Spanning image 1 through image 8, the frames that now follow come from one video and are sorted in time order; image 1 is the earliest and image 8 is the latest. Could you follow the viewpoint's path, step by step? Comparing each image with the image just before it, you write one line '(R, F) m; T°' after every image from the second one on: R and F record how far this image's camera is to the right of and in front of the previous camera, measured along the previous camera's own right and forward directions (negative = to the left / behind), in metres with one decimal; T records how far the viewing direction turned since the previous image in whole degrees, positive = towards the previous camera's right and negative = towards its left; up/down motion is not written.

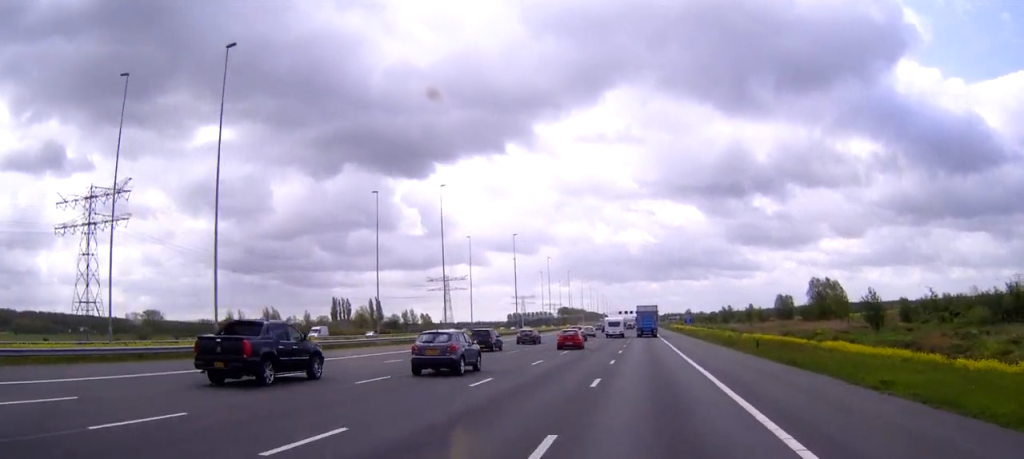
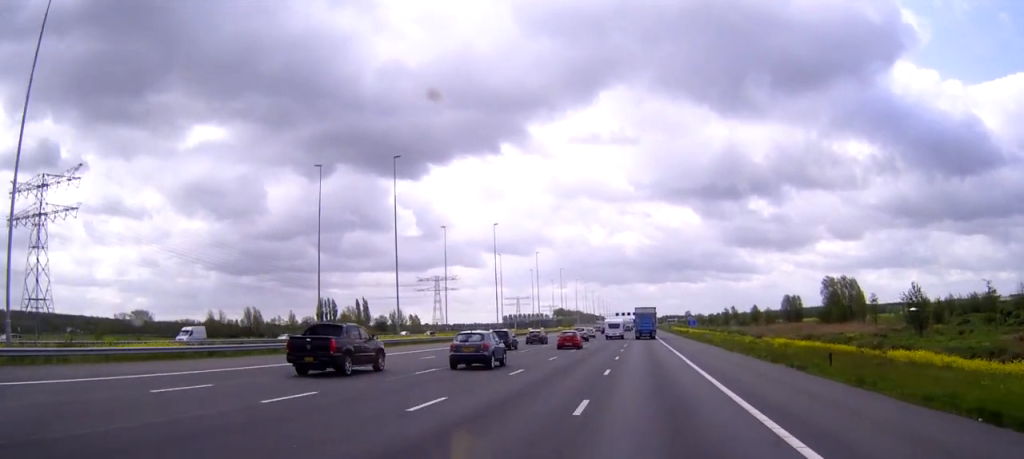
(0.0, +18.1) m; 0°
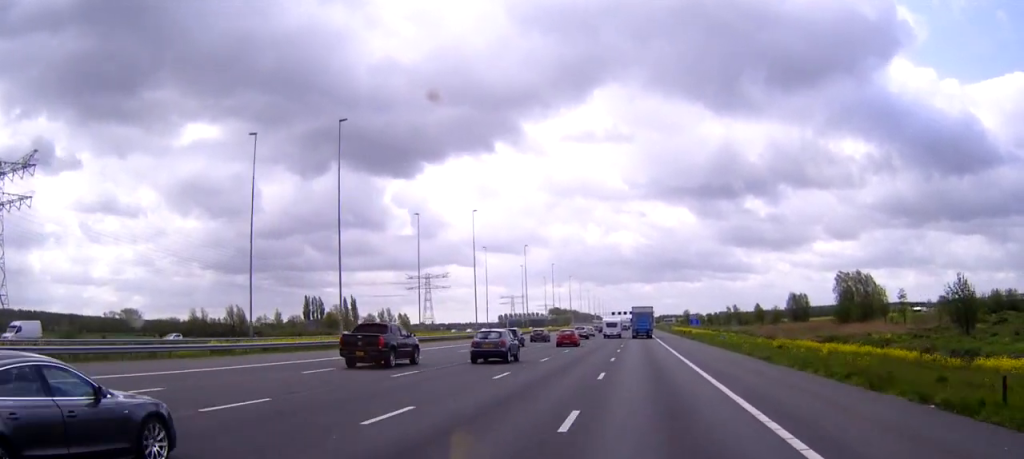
(0.0, +14.5) m; 0°
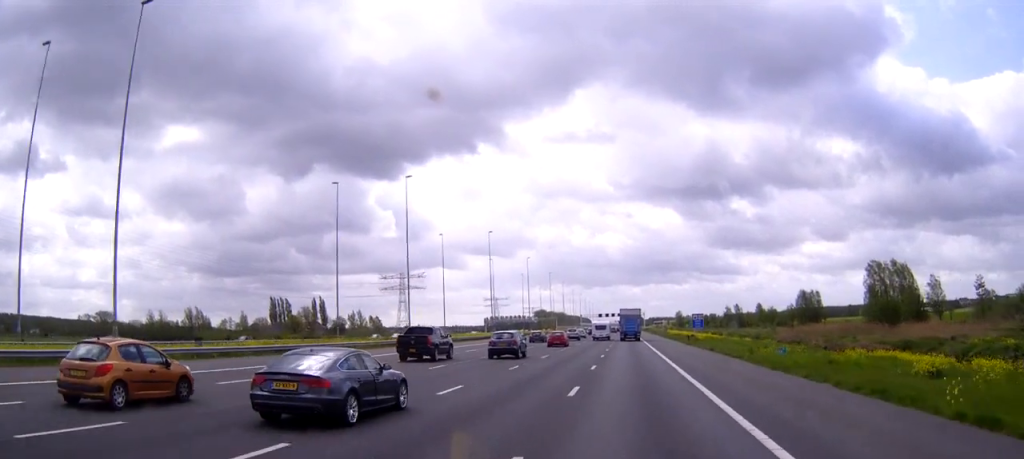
(+0.1, +29.0) m; +1°
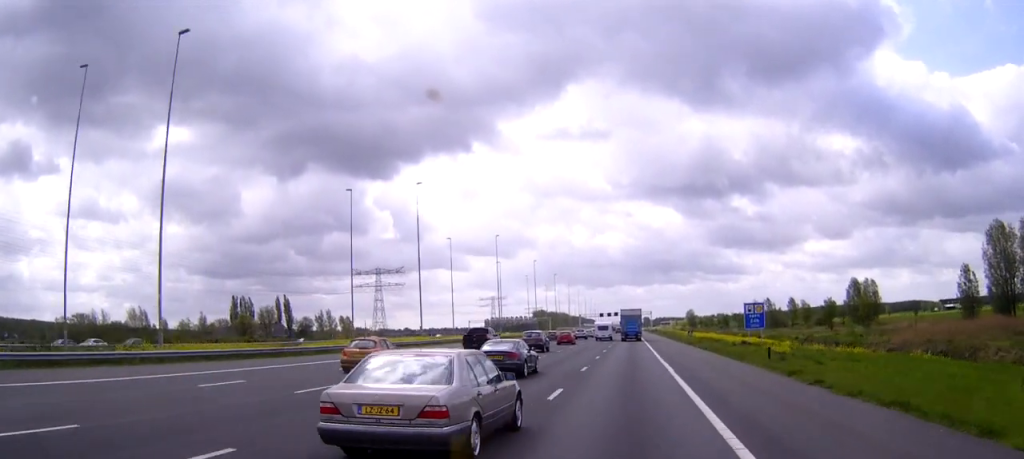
(+0.2, +48.7) m; 0°
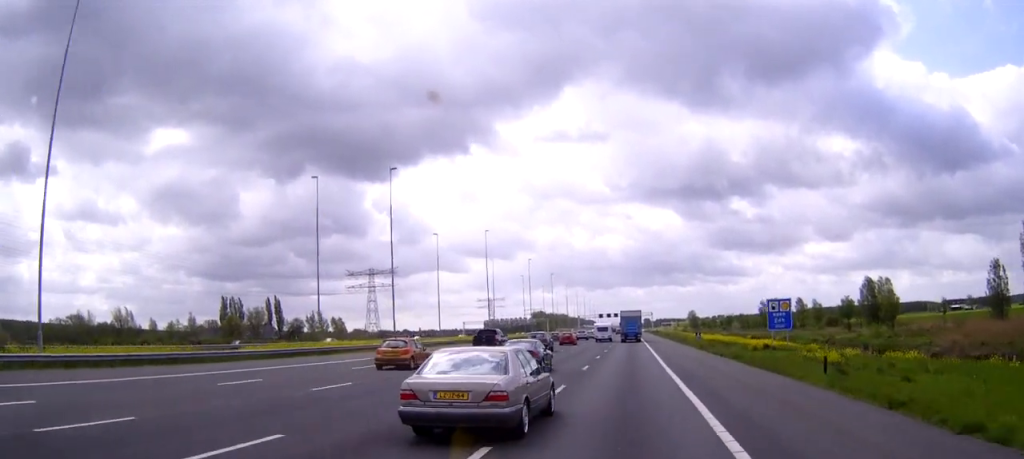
(0.0, +10.5) m; 0°
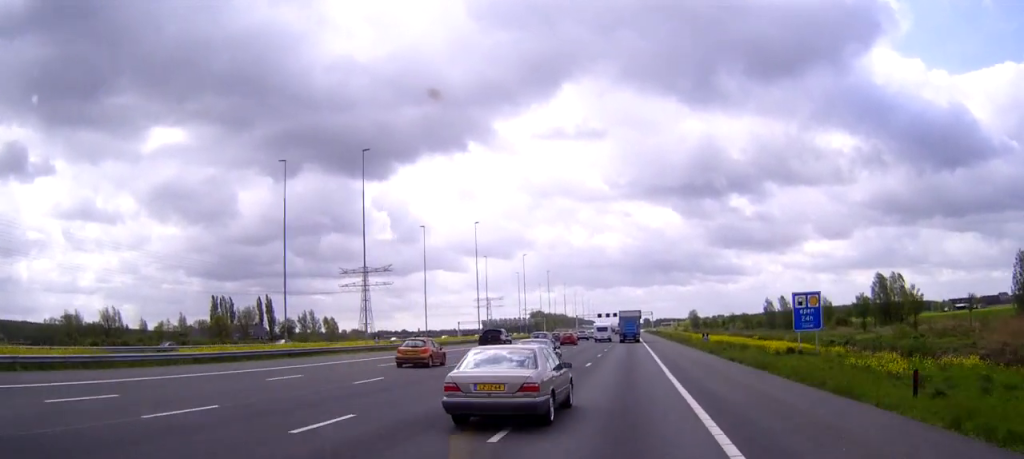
(0.0, +8.4) m; 0°
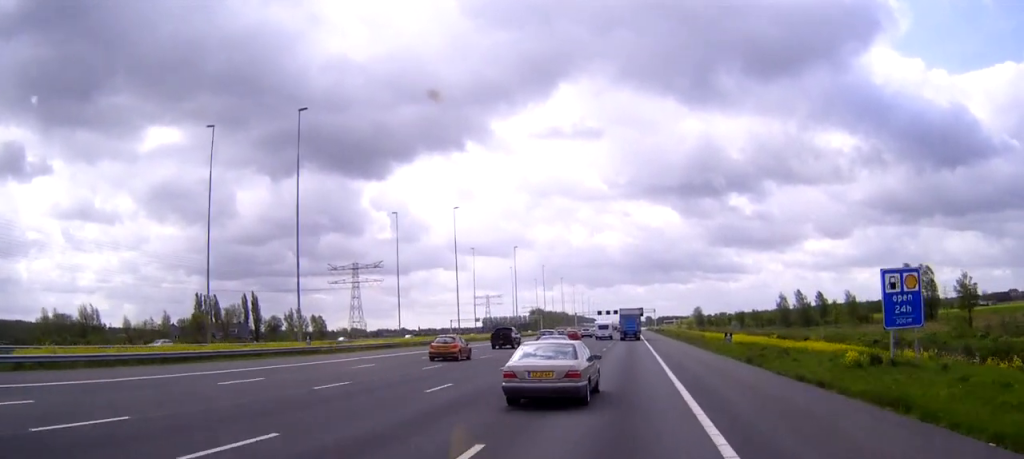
(0.0, +15.4) m; 0°
